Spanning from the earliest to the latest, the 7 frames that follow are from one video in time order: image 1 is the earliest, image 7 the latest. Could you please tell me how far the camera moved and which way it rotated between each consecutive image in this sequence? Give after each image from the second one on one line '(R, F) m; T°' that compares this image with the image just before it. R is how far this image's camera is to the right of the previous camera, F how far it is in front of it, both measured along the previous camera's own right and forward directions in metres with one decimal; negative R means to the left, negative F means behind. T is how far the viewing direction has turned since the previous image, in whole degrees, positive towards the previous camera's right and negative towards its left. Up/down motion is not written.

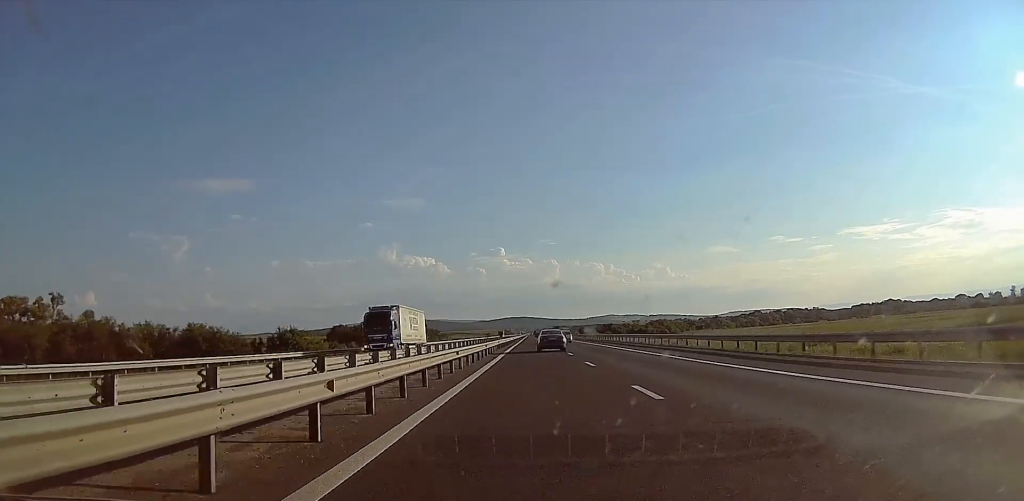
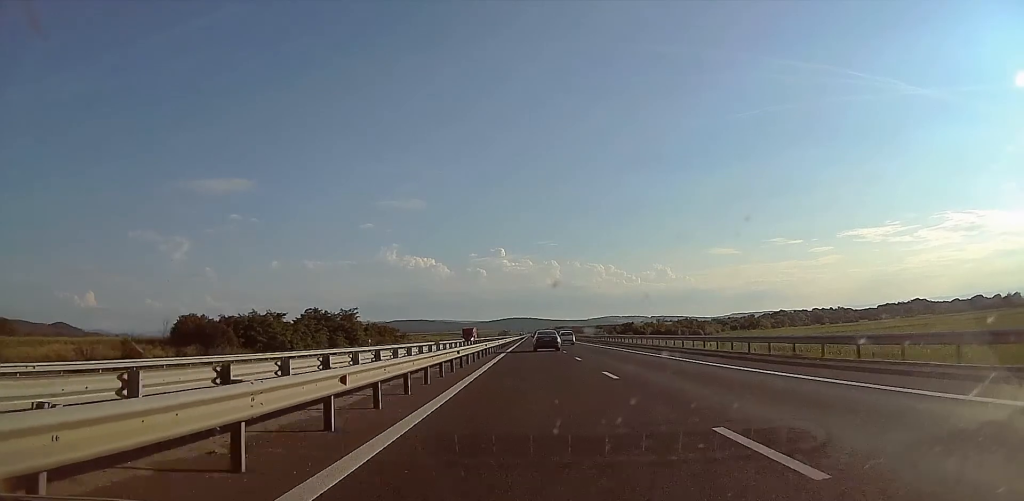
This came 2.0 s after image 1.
(+1.5, +79.5) m; 0°
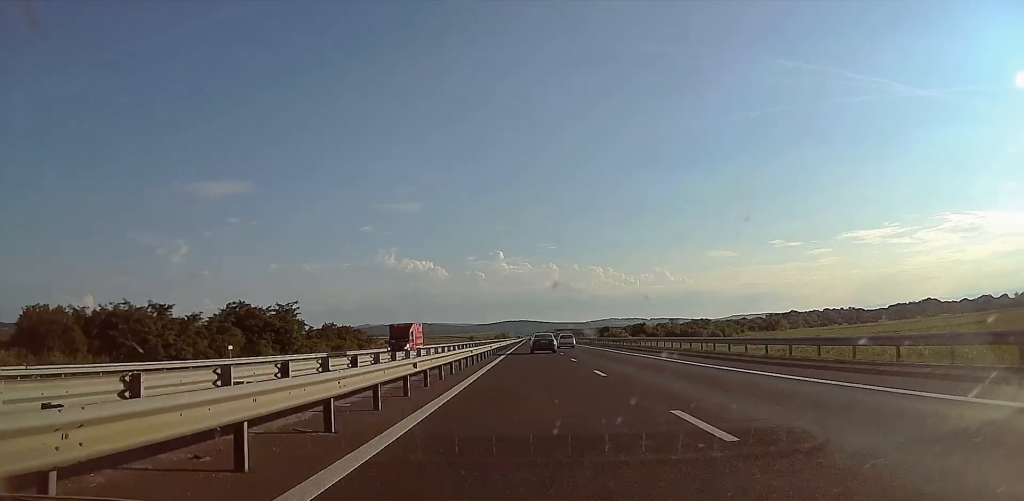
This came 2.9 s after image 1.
(-0.3, +34.4) m; 0°
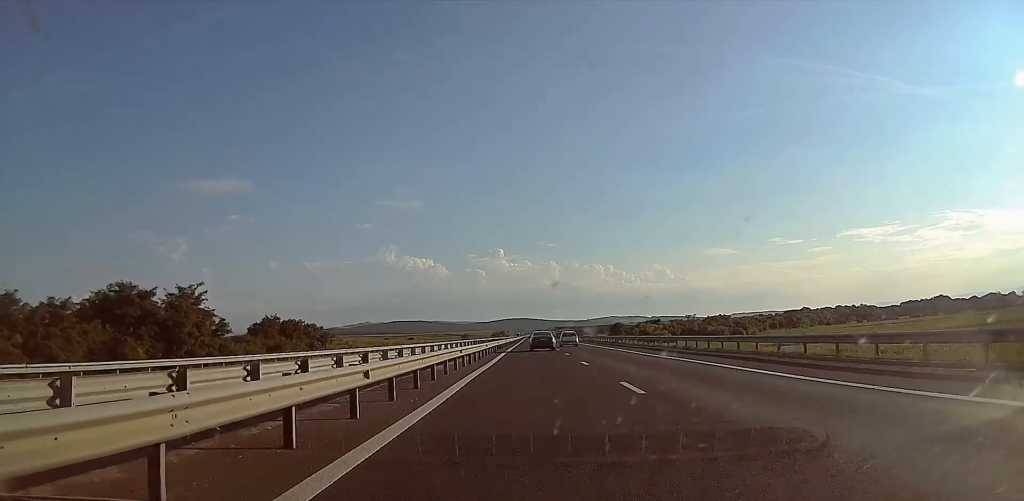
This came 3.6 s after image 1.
(+0.4, +30.6) m; 0°
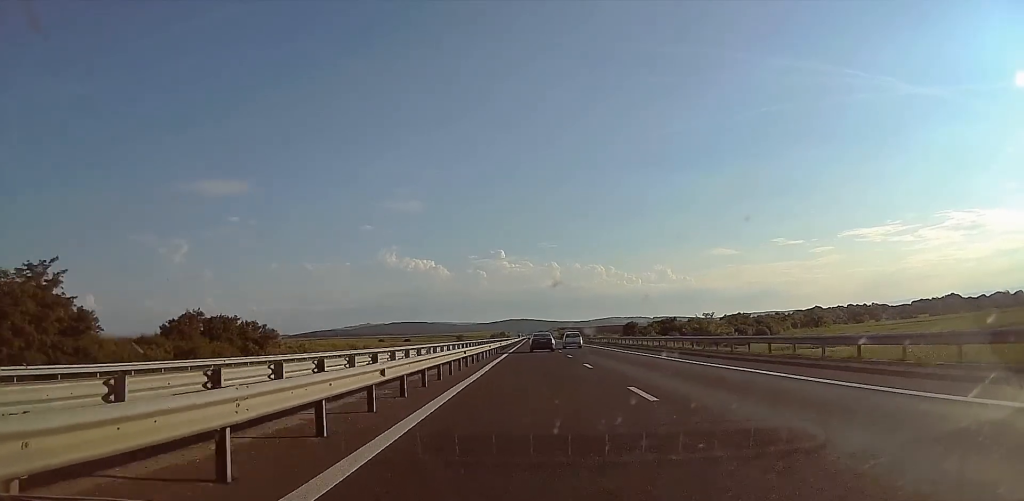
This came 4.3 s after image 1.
(0.0, +25.6) m; -1°
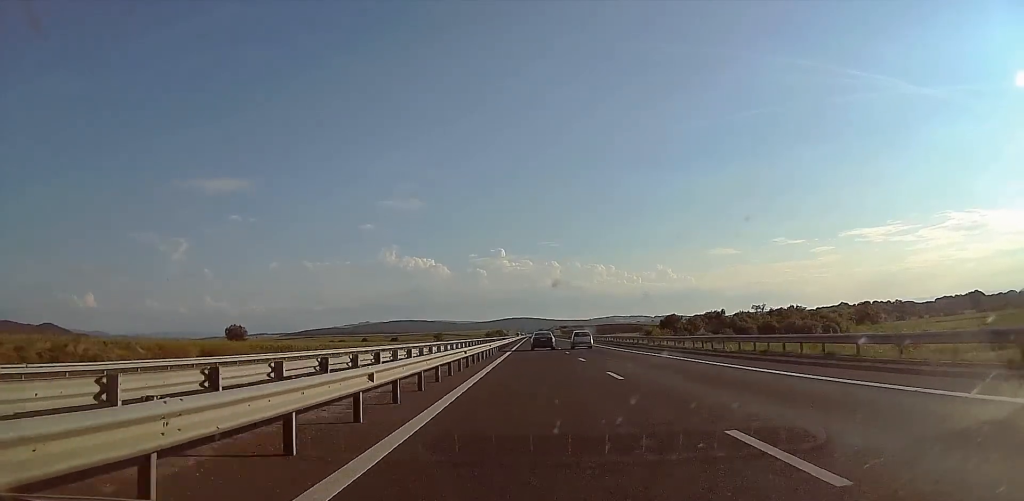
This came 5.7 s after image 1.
(-0.7, +57.2) m; 0°
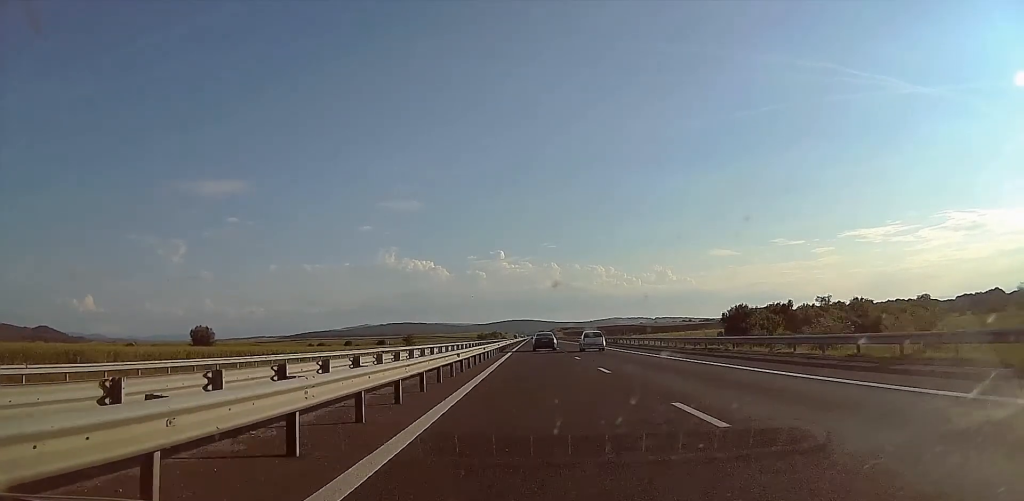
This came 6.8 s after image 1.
(+0.7, +45.6) m; +1°
